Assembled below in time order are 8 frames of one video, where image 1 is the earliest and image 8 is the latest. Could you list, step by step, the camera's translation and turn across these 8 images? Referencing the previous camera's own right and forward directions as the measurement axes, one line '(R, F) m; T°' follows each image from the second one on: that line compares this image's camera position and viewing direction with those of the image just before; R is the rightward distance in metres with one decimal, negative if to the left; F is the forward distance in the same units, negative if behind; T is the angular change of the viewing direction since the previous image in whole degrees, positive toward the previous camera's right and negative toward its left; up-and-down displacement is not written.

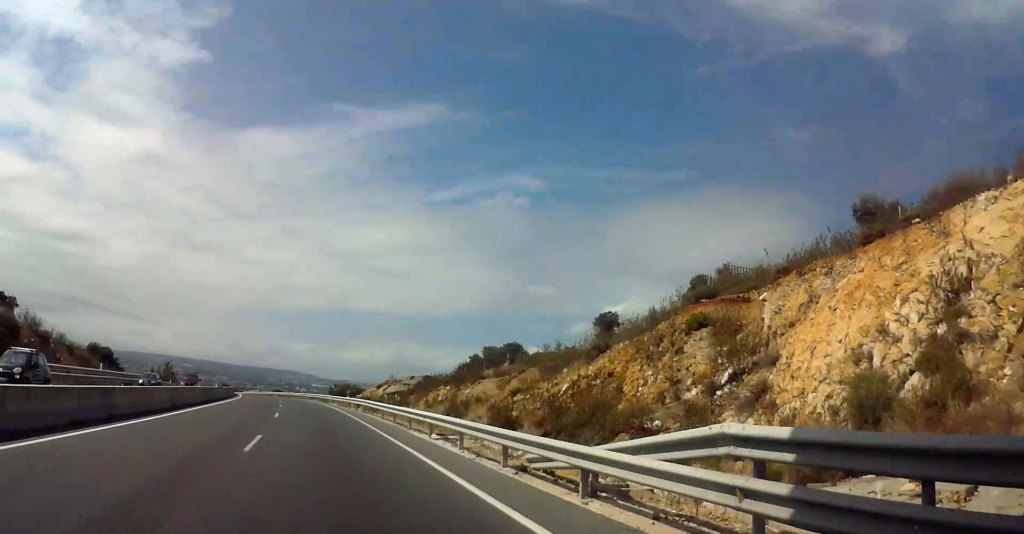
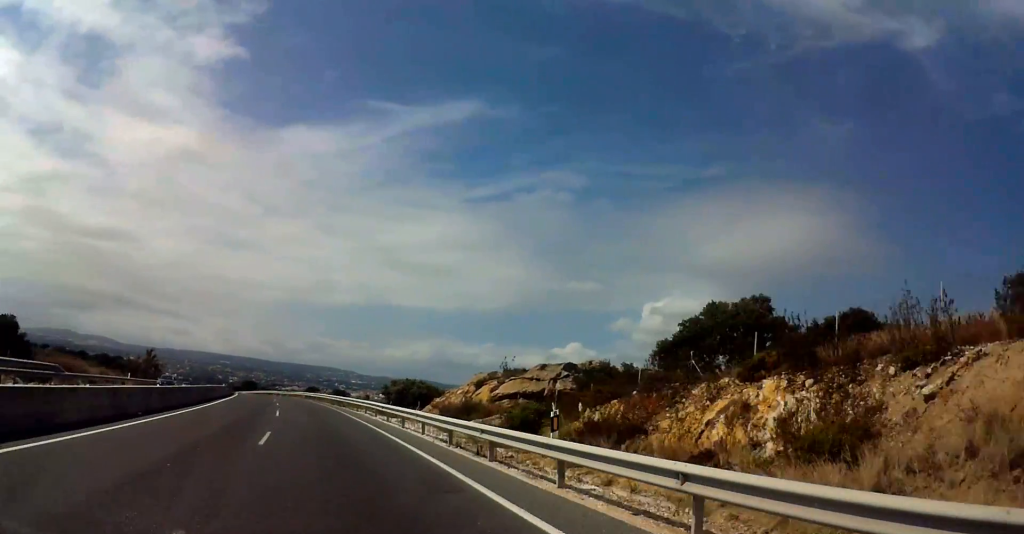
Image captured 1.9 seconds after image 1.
(-0.4, +39.1) m; -3°
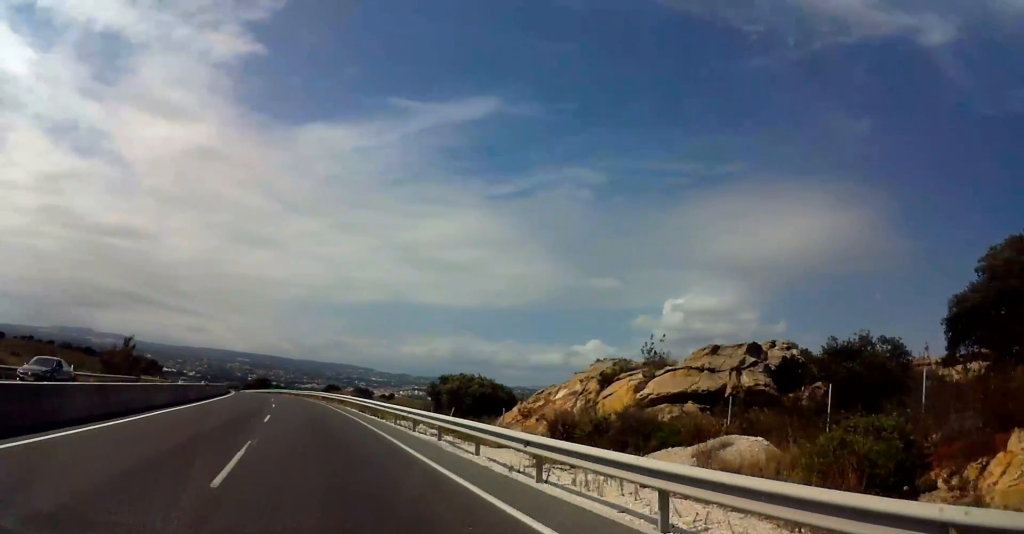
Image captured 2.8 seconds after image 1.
(-0.5, +19.2) m; -2°
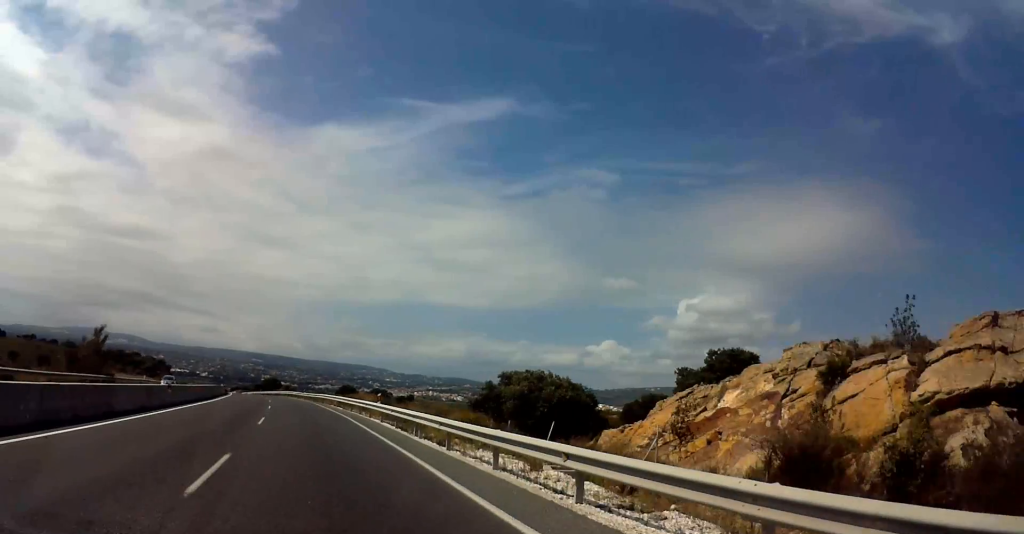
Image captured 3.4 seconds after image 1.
(-0.4, +13.4) m; 0°
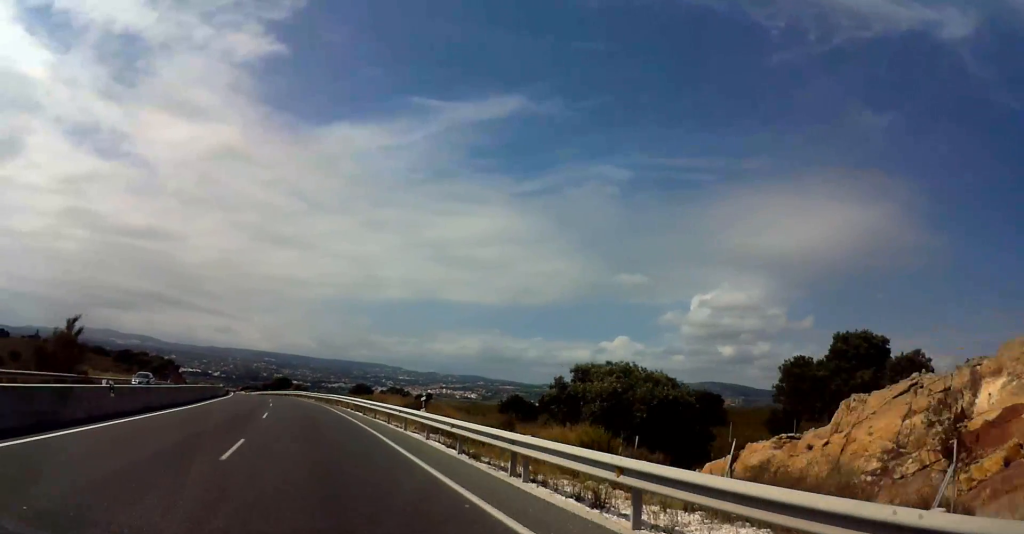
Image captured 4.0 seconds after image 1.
(+0.3, +10.9) m; 0°
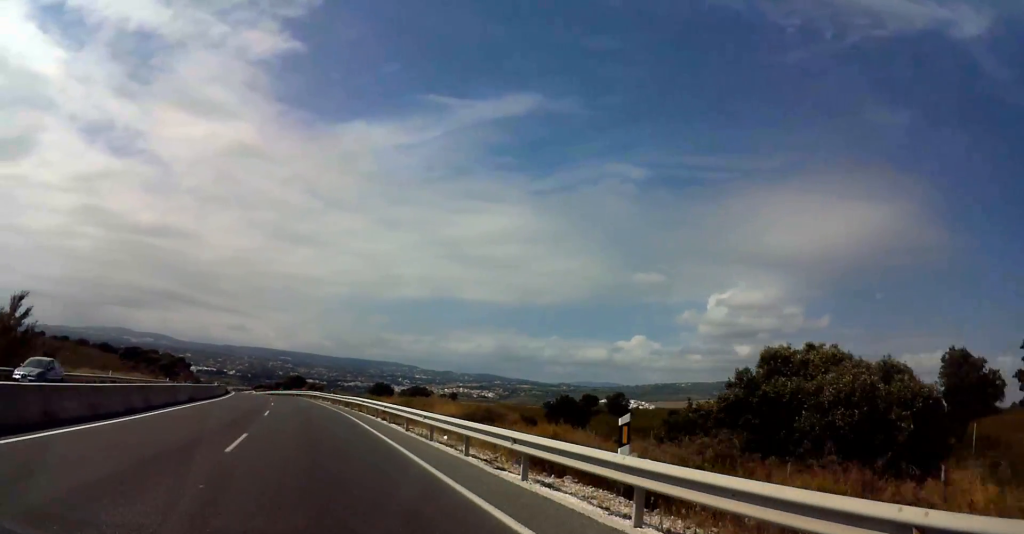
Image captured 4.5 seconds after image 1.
(+0.5, +11.7) m; -1°
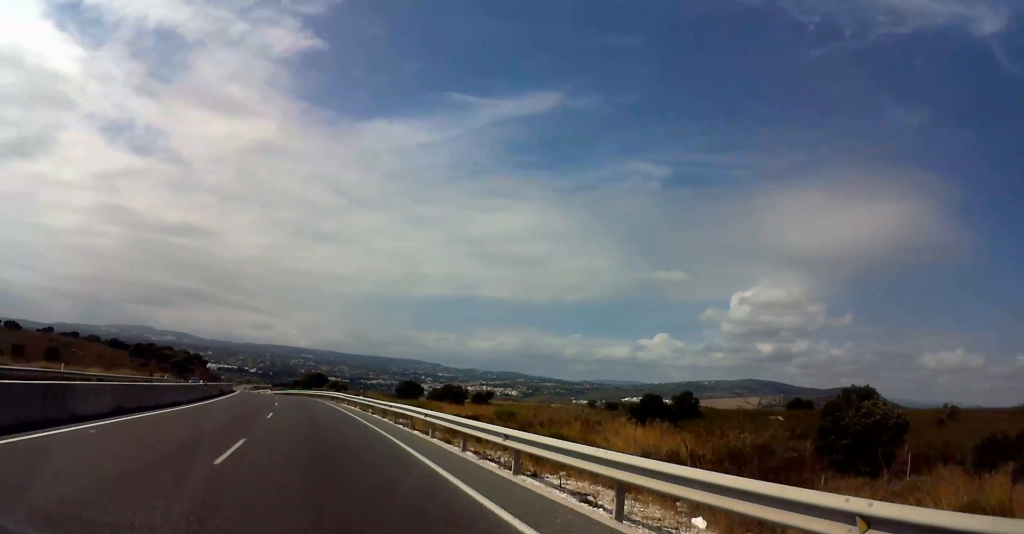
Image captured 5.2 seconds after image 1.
(-0.7, +15.0) m; -6°
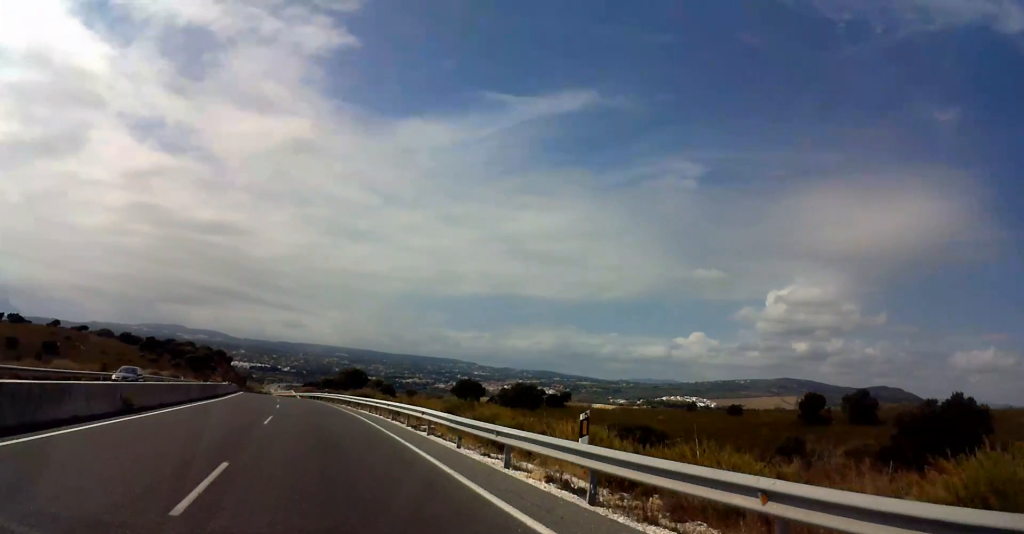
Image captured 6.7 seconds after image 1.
(-2.5, +30.7) m; -5°
